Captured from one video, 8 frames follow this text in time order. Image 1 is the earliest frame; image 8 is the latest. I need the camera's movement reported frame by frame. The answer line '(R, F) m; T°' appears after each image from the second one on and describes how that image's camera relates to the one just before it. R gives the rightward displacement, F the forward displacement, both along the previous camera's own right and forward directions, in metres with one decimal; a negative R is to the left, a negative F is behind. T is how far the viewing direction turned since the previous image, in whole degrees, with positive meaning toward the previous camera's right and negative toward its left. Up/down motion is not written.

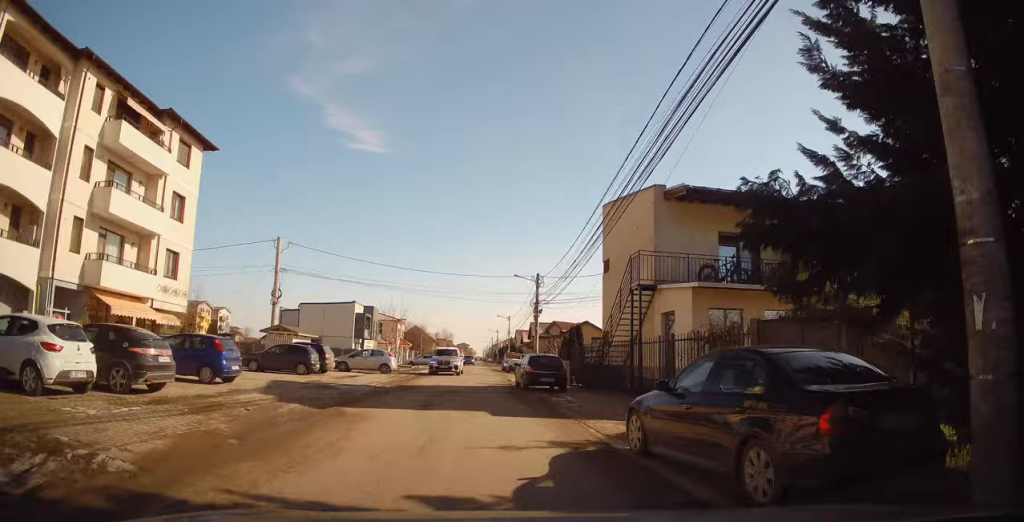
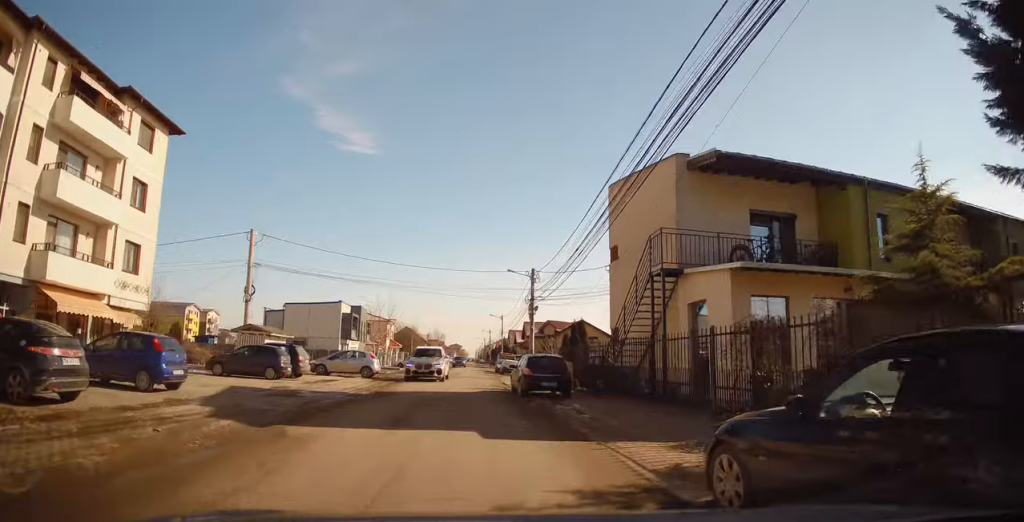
(+0.2, +2.9) m; +2°
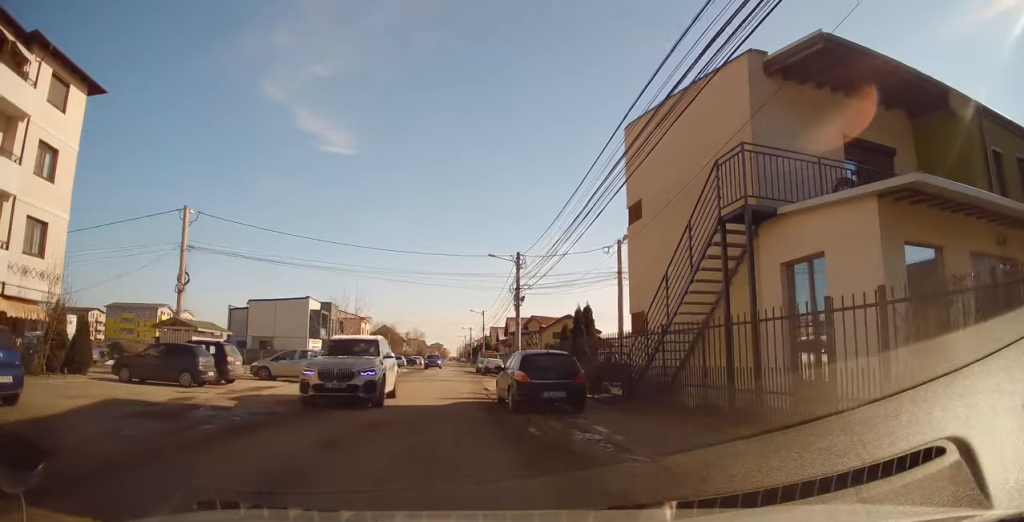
(+0.1, +5.9) m; +1°
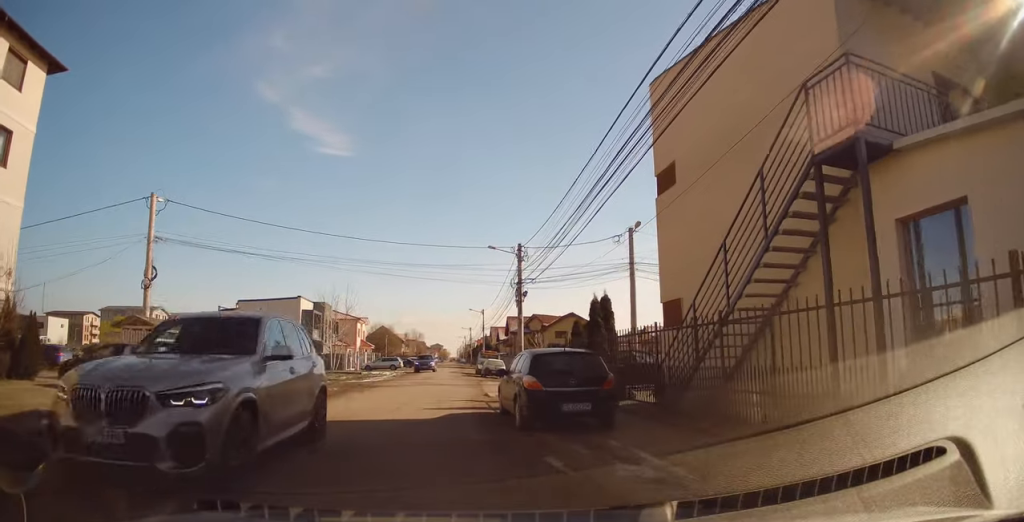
(0.0, +3.5) m; -2°
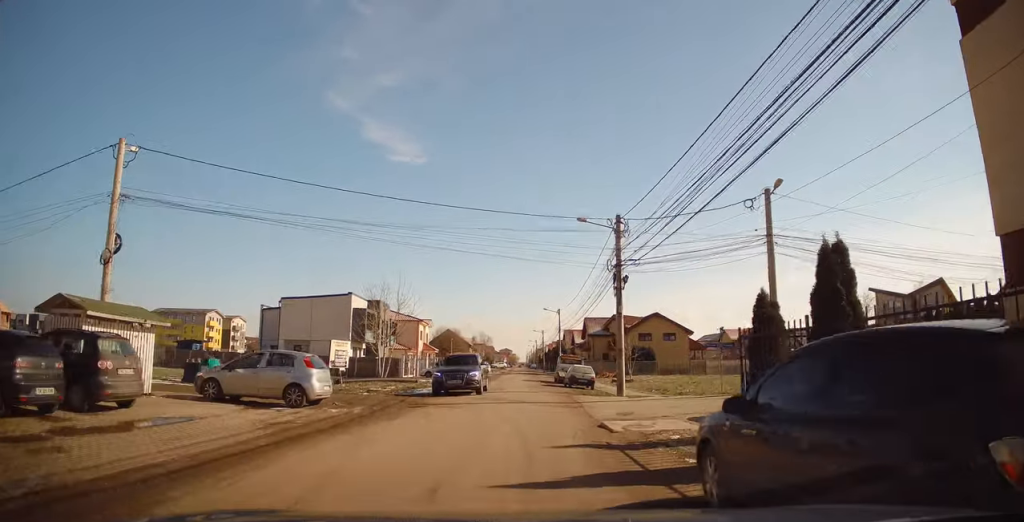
(-0.7, +9.1) m; -4°
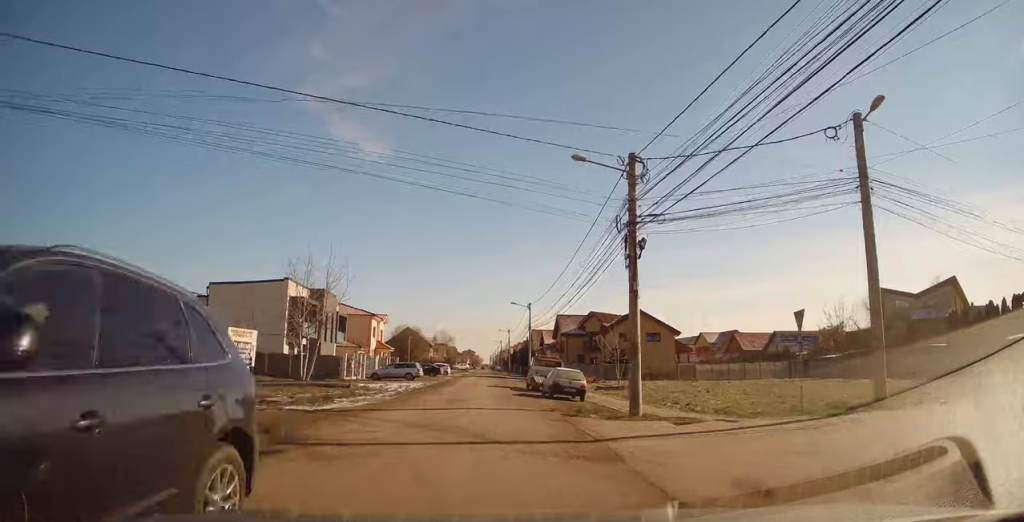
(+0.3, +7.7) m; +3°
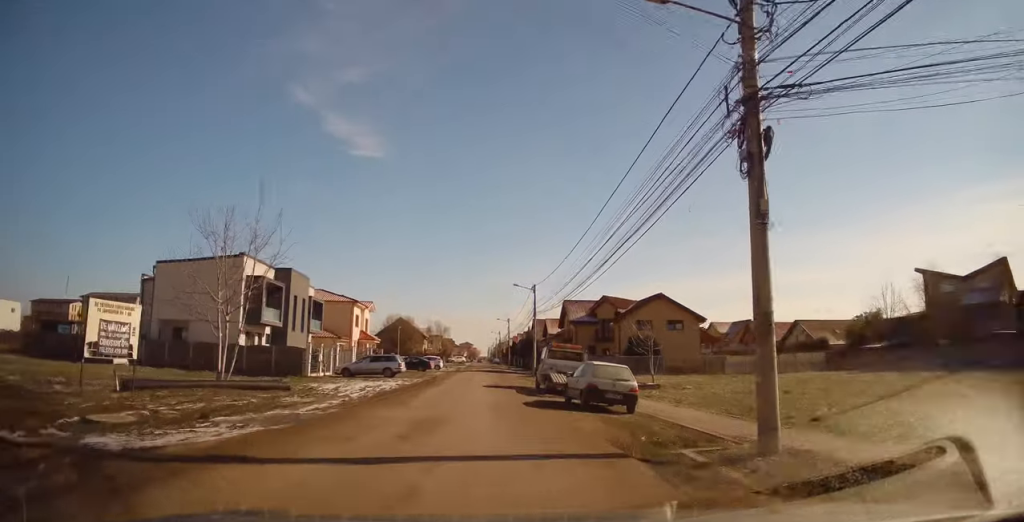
(+0.1, +7.3) m; +2°
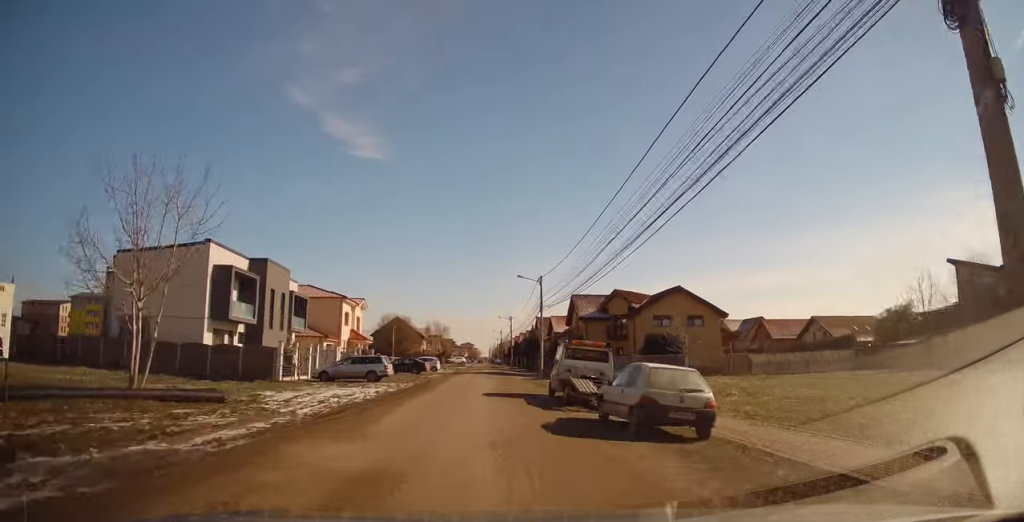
(+0.1, +4.8) m; 0°
